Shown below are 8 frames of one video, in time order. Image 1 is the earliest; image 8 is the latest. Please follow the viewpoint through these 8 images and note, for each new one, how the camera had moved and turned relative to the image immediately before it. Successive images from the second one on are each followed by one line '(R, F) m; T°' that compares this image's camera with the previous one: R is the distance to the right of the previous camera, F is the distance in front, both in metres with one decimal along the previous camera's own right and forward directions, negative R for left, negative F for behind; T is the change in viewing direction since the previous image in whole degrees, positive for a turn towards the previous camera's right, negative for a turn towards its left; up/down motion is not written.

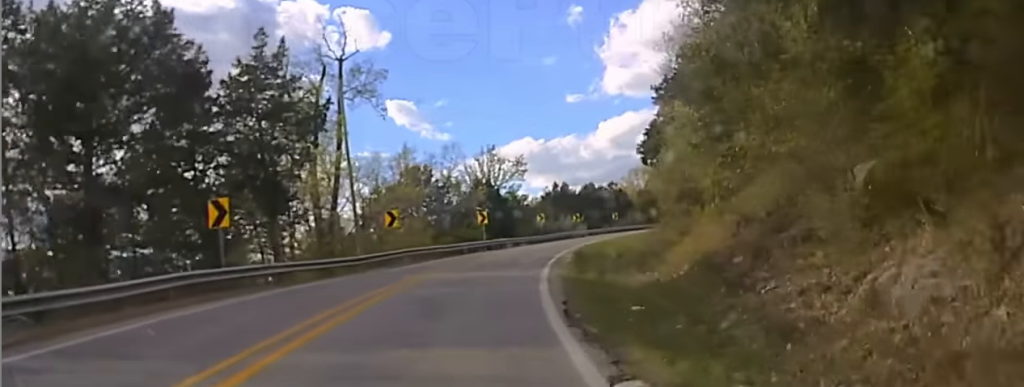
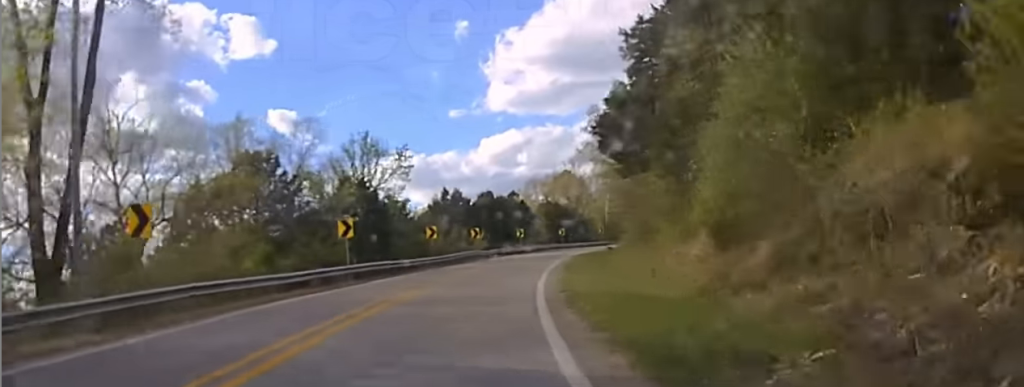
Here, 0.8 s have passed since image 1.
(+1.8, +24.3) m; +8°
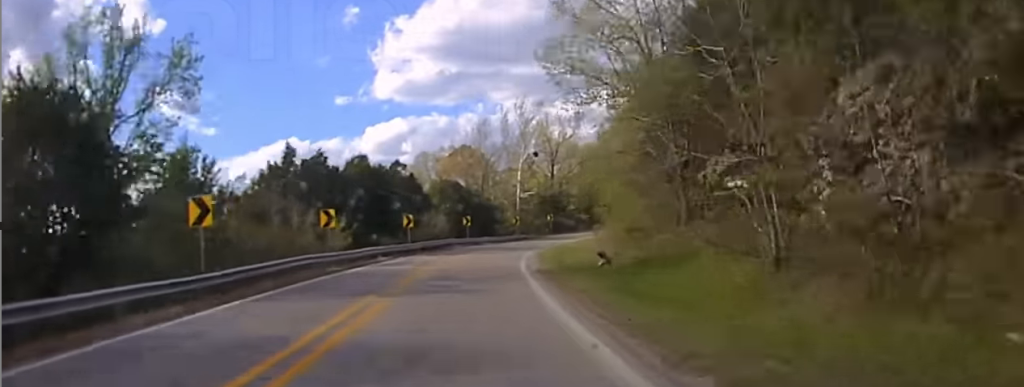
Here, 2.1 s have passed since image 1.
(+2.2, +33.6) m; +5°
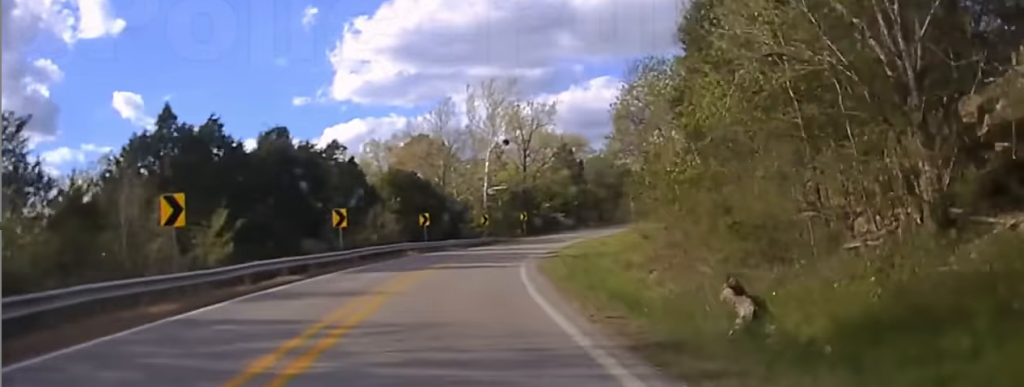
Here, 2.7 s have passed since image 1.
(-0.1, +14.4) m; +2°
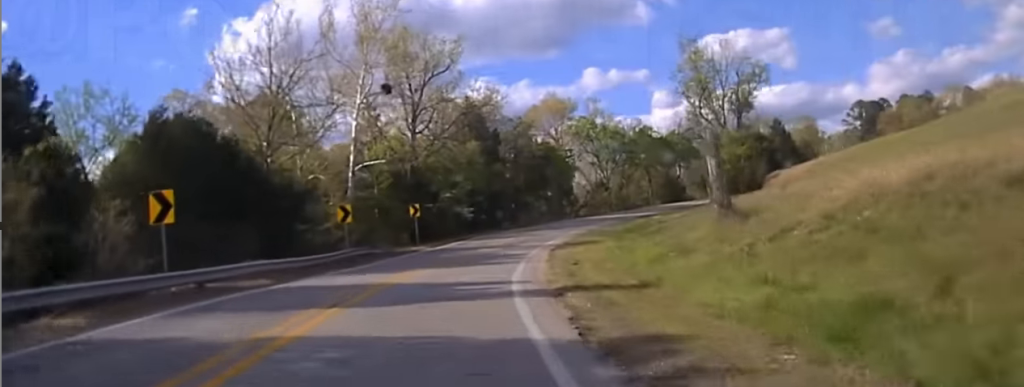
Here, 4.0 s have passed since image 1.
(+2.6, +29.1) m; +9°
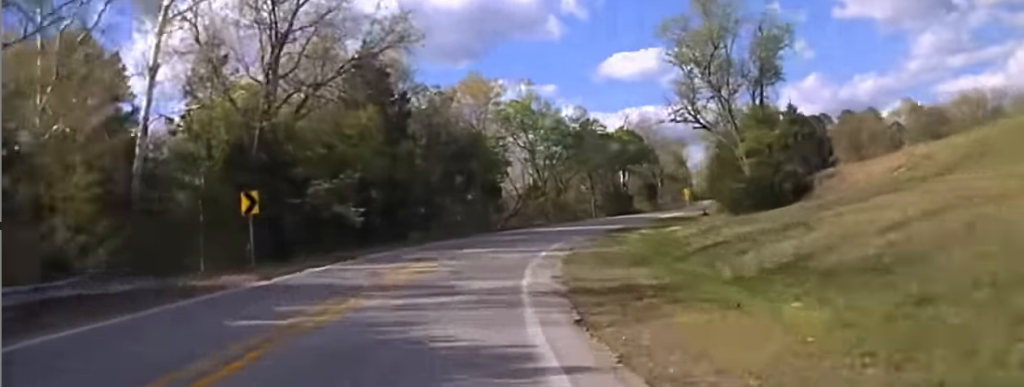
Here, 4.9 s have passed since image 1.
(+1.1, +22.0) m; +4°
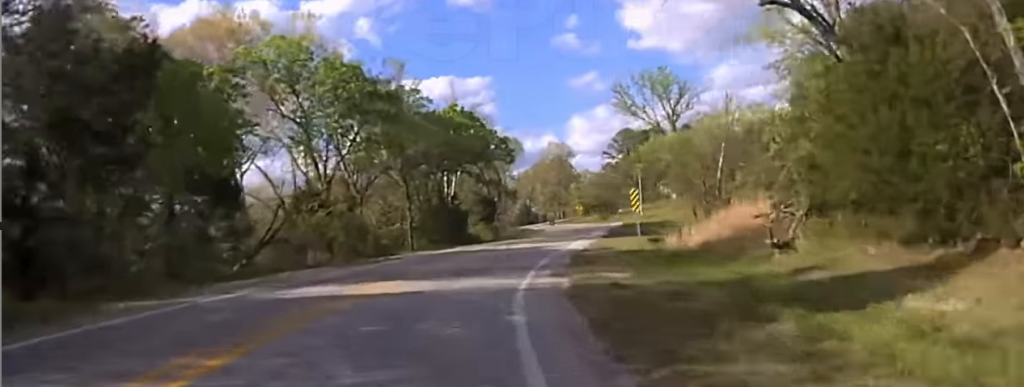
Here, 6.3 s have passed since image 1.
(+3.5, +44.7) m; +12°
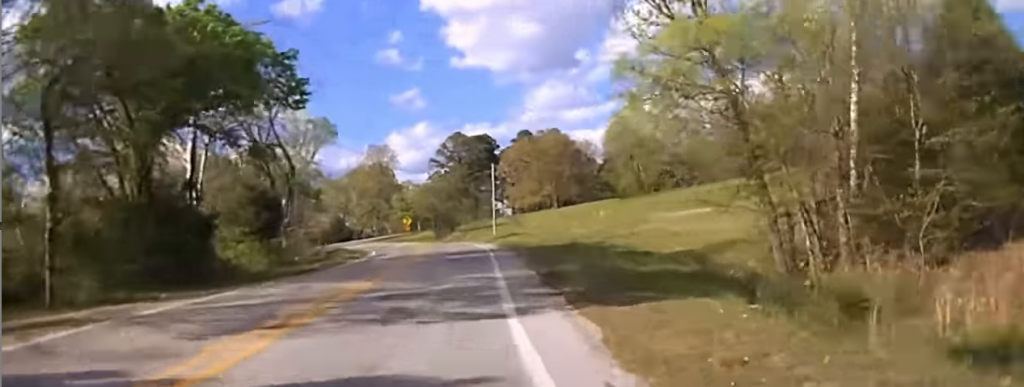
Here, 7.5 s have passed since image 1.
(+4.2, +38.0) m; +10°
